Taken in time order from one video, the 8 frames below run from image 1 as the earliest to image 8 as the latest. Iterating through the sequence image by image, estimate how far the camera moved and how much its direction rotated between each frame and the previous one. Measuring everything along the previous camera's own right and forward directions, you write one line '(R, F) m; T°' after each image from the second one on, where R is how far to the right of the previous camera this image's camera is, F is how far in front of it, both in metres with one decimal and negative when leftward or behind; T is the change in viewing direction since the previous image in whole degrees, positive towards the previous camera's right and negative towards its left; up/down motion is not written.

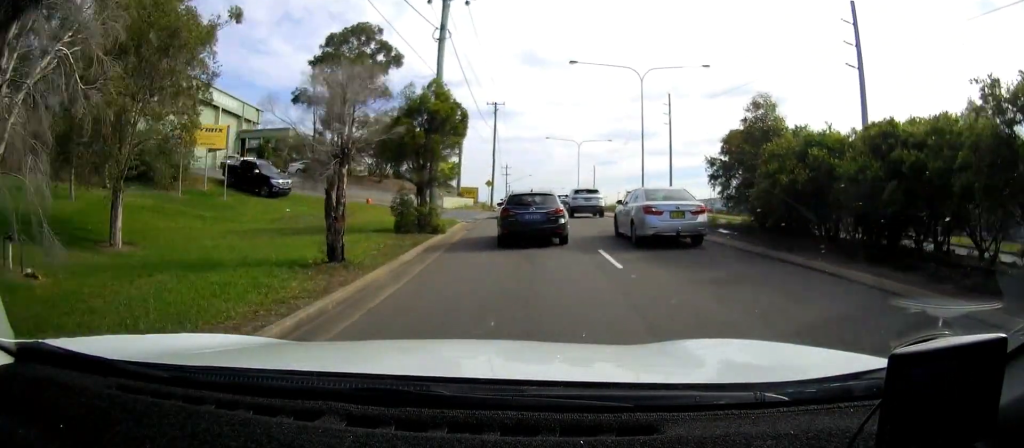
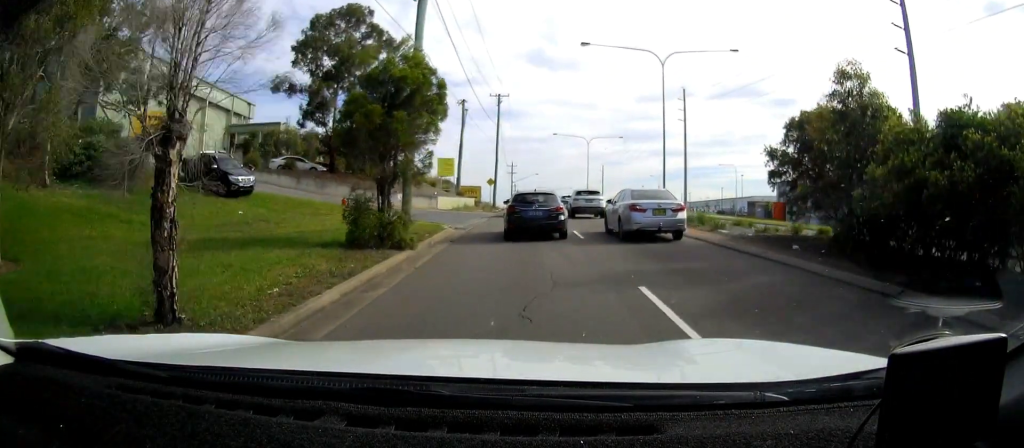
(-0.1, +5.1) m; -1°
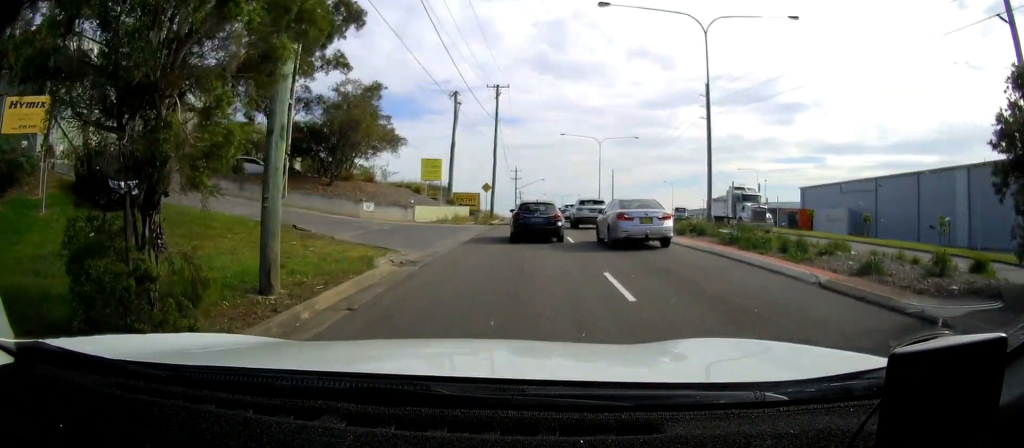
(+0.3, +8.9) m; +5°
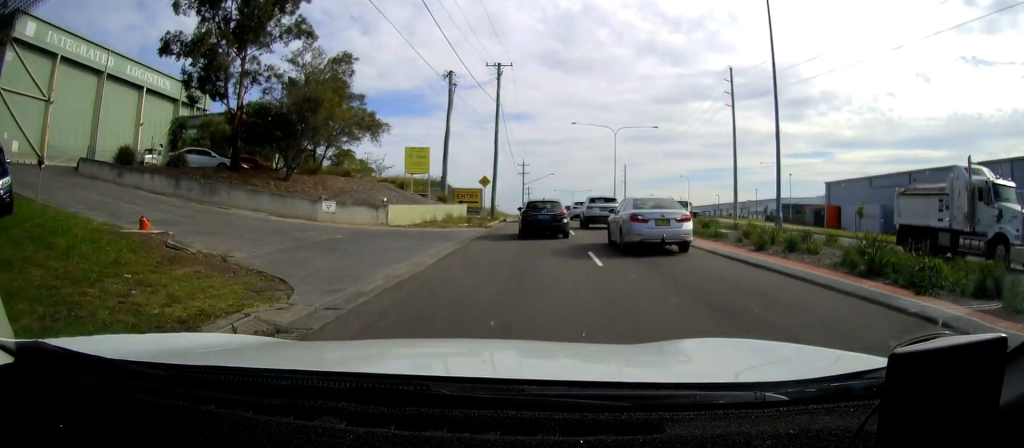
(+0.2, +7.0) m; +2°
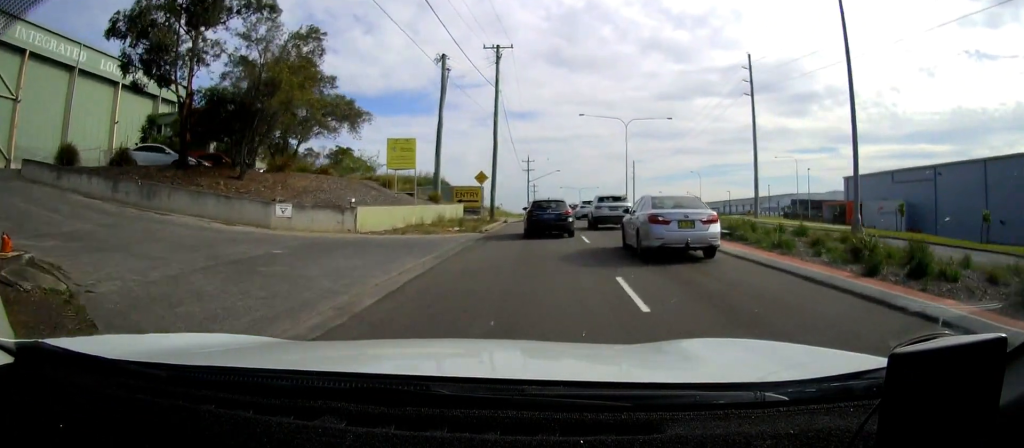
(0.0, +4.9) m; 0°
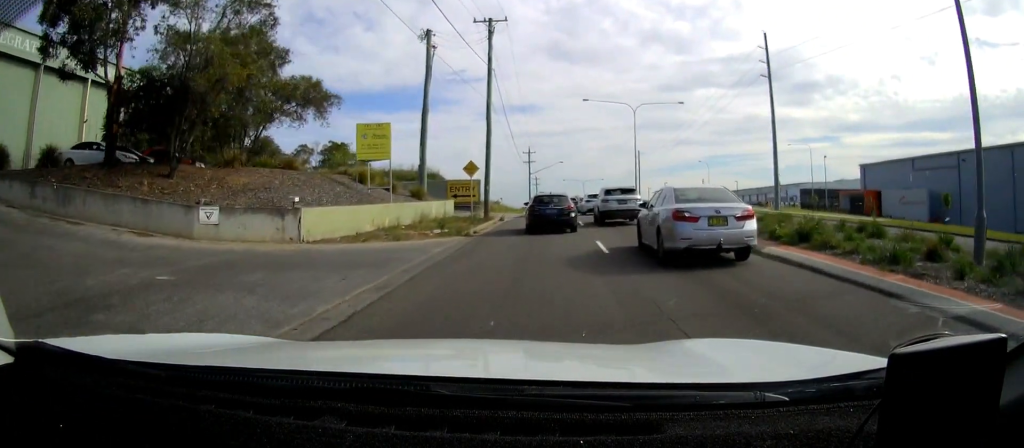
(0.0, +4.7) m; 0°
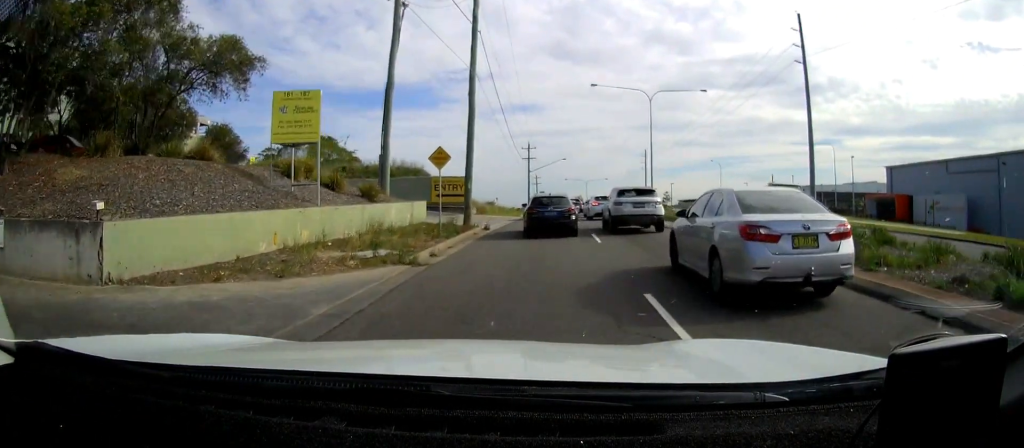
(0.0, +7.8) m; 0°
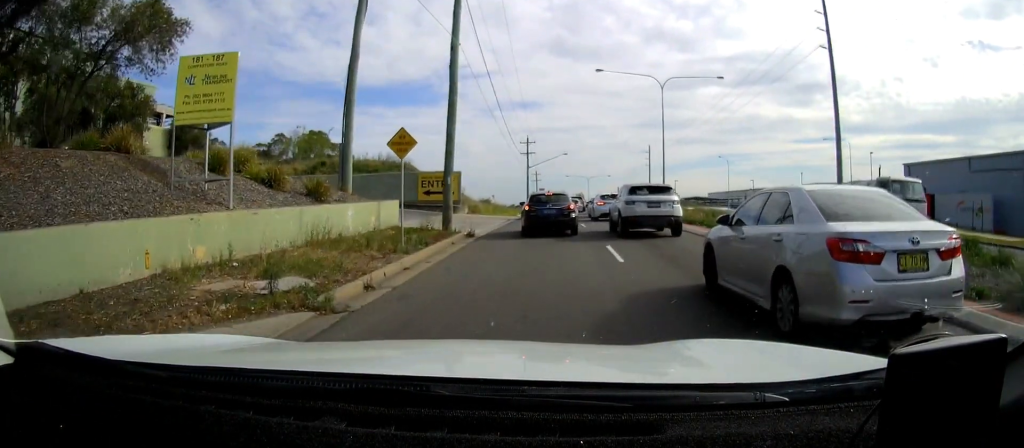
(0.0, +4.8) m; 0°
